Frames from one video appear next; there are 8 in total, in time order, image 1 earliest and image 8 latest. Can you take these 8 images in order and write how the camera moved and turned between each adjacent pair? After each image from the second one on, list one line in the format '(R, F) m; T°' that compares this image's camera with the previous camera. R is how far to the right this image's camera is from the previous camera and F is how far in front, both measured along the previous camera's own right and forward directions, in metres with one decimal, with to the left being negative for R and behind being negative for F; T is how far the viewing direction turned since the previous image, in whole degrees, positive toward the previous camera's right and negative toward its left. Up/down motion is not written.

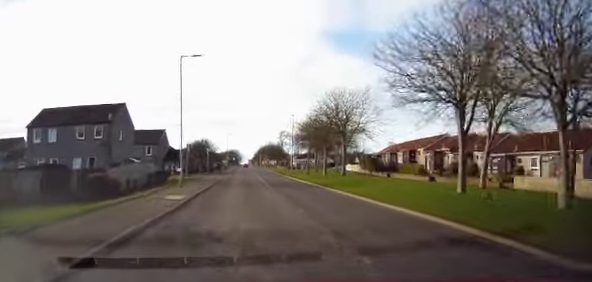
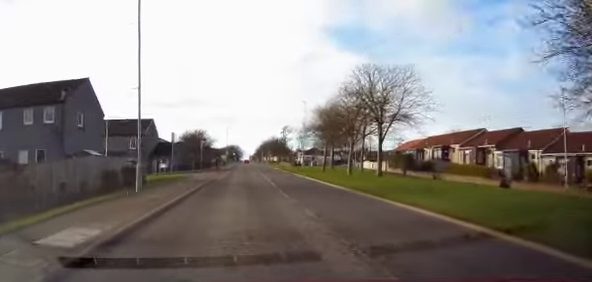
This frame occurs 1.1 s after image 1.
(+0.5, +10.0) m; +1°
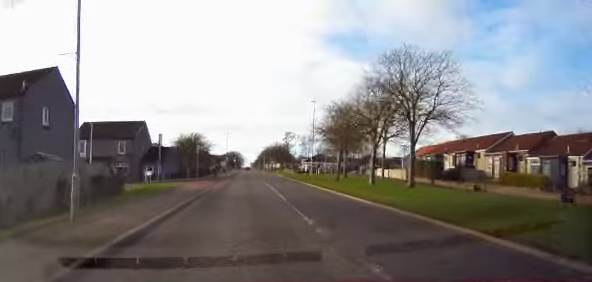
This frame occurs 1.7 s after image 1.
(-0.1, +5.7) m; -2°
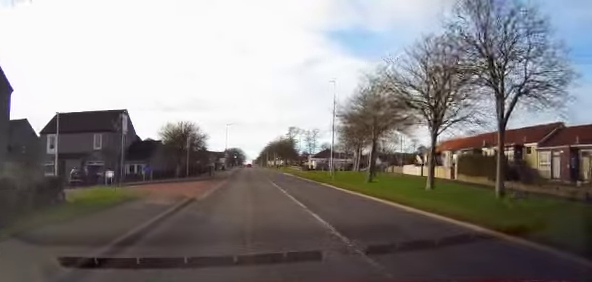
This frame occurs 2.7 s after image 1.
(-0.4, +8.9) m; -1°
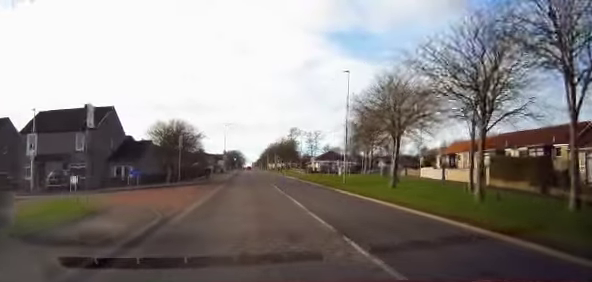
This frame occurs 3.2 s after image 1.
(-0.1, +4.5) m; +1°
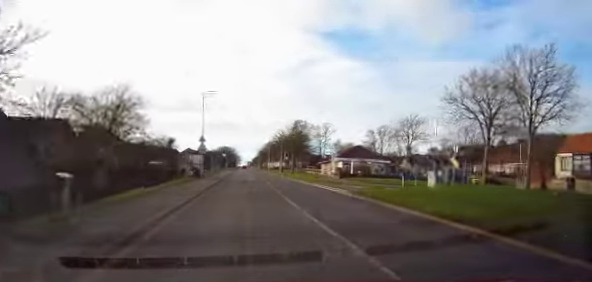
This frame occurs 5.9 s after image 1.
(+0.5, +27.7) m; 0°
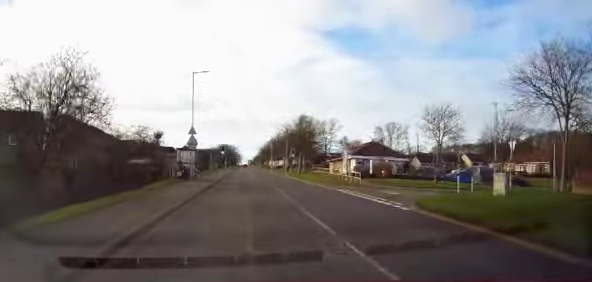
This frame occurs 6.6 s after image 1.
(-0.1, +7.6) m; +1°
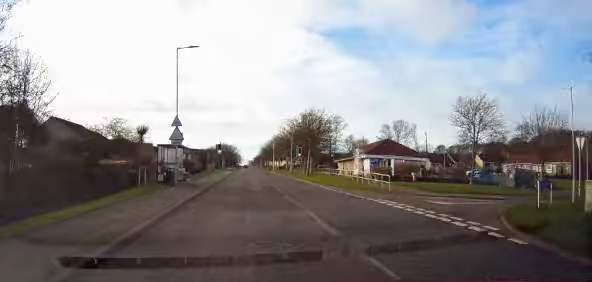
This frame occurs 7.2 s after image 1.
(+0.2, +6.7) m; +2°
